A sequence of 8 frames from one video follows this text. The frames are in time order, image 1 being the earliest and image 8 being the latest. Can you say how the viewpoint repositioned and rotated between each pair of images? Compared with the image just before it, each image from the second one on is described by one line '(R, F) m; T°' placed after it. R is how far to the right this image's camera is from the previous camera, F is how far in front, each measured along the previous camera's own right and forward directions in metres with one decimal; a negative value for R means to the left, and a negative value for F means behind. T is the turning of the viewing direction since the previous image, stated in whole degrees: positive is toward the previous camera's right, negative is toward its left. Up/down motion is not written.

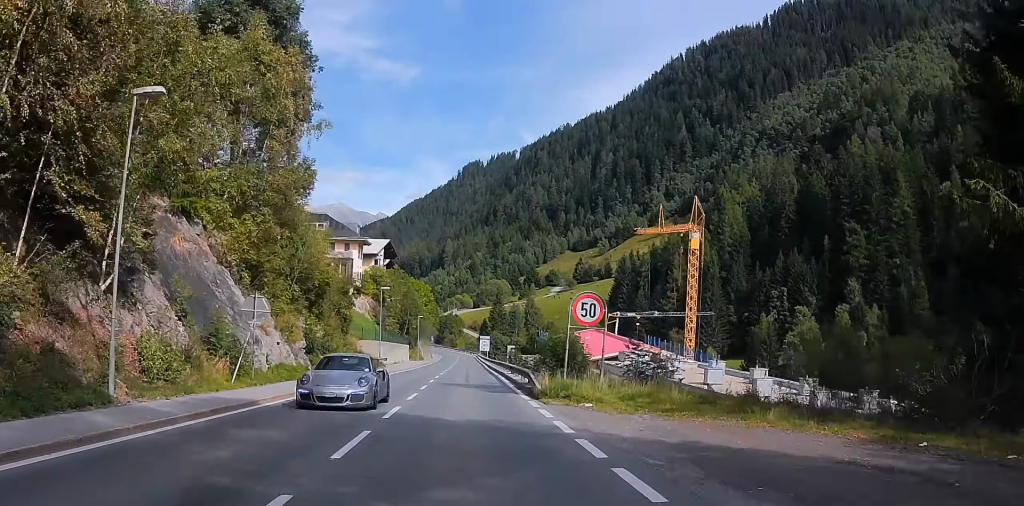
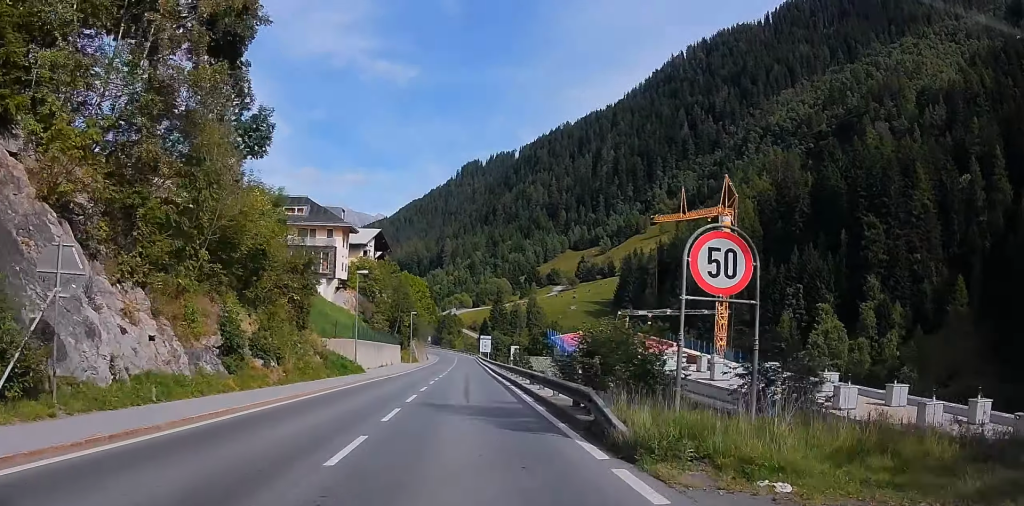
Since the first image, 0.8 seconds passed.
(-0.1, +12.3) m; +2°
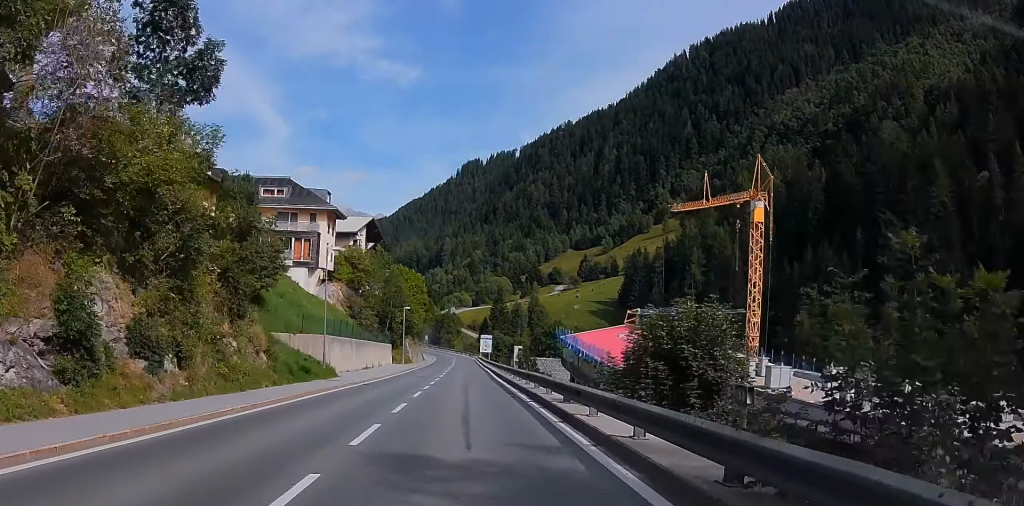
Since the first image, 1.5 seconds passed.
(0.0, +9.8) m; +3°
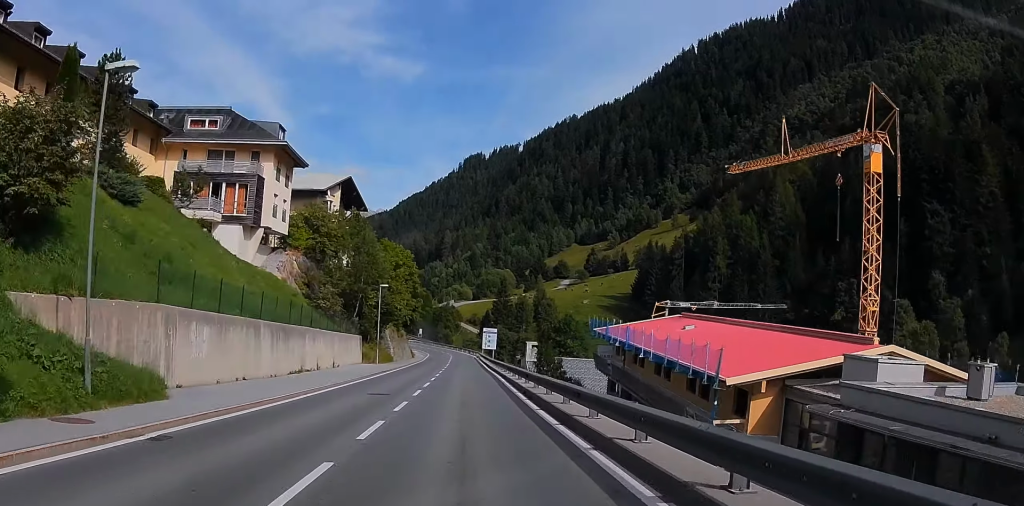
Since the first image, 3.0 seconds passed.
(+1.9, +22.2) m; +2°
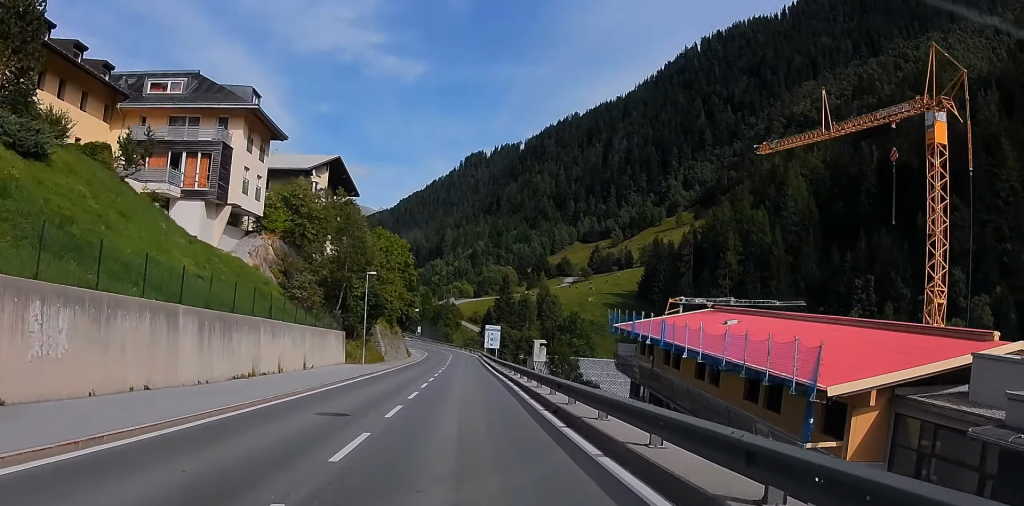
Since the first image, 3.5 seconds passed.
(0.0, +8.2) m; -3°
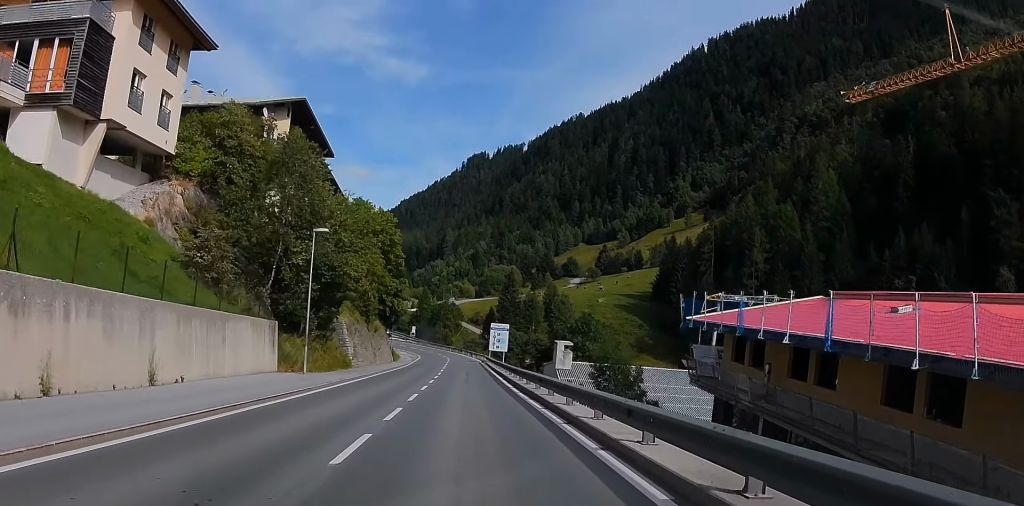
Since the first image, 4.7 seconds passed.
(-2.0, +18.4) m; -6°
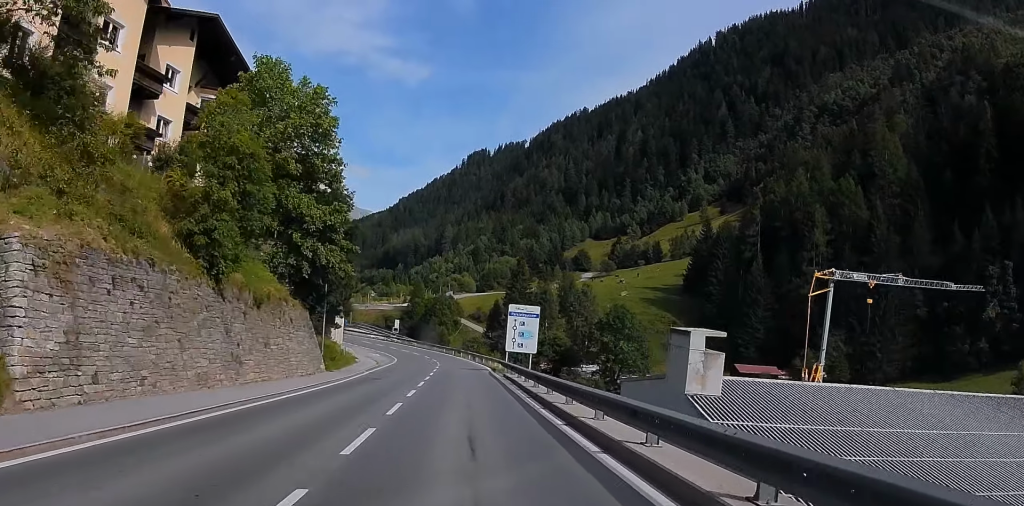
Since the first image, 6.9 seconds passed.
(+2.9, +34.1) m; +8°
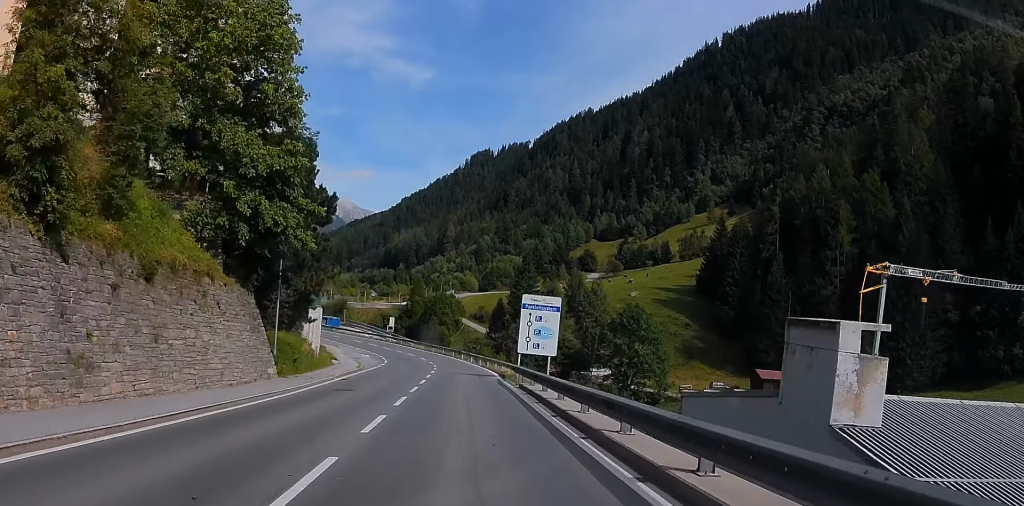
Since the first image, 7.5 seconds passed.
(-0.4, +9.7) m; 0°
